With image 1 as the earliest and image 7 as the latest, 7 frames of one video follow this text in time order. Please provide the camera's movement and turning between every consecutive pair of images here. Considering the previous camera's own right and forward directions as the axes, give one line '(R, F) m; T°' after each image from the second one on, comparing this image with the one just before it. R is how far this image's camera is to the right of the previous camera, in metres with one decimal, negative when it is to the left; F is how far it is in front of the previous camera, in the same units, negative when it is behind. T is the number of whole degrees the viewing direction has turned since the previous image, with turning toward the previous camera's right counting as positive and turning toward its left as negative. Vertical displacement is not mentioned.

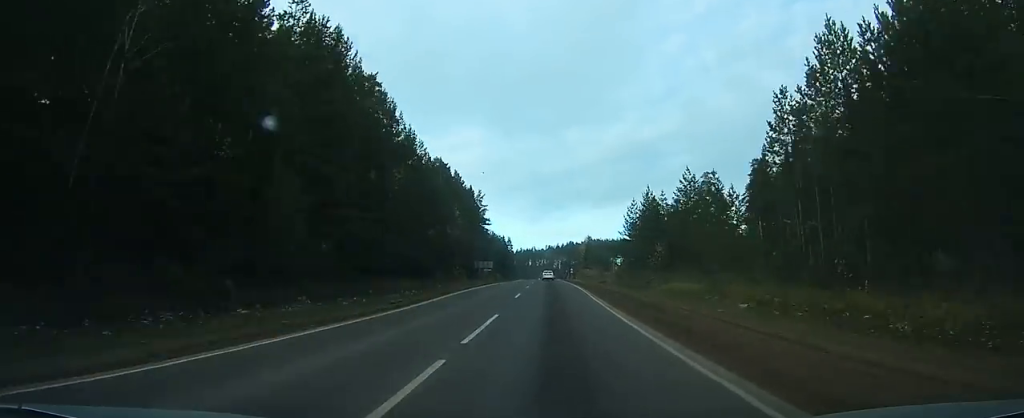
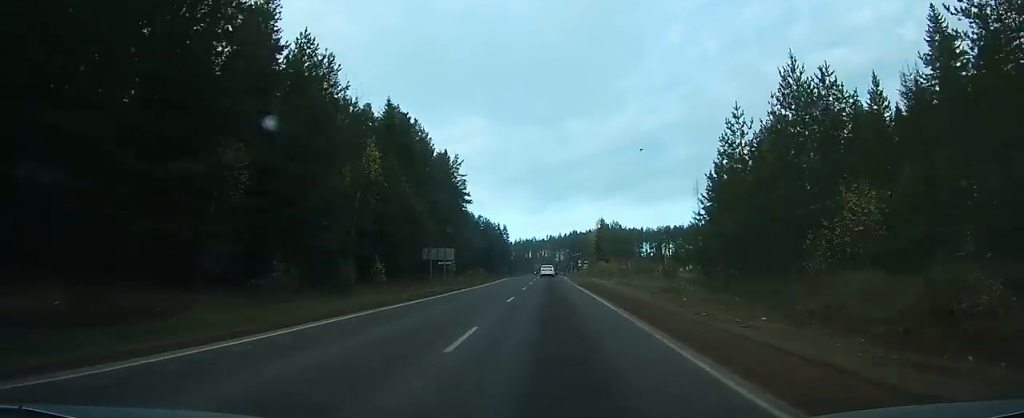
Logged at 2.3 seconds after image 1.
(0.0, +40.7) m; 0°
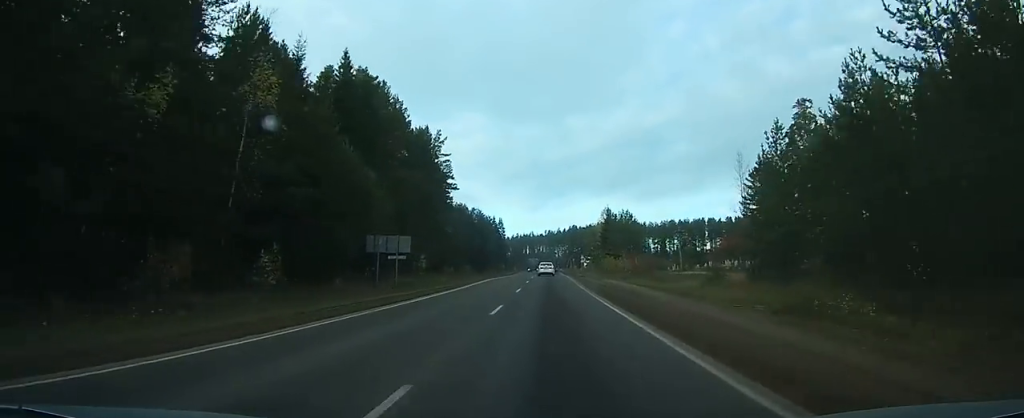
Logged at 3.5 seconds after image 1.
(+0.1, +18.0) m; 0°
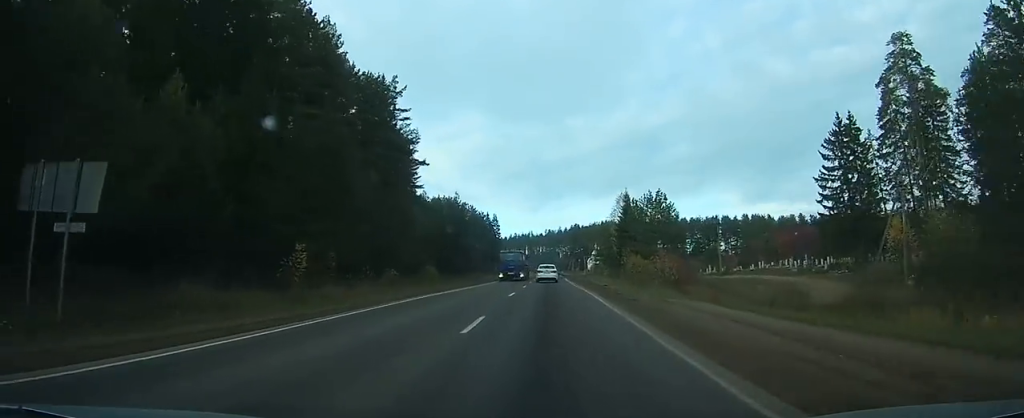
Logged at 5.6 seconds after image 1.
(0.0, +31.4) m; 0°
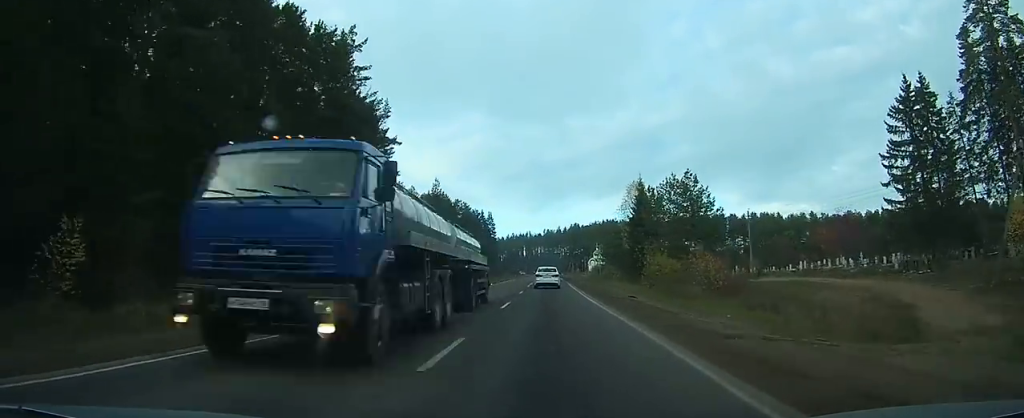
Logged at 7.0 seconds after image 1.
(-0.1, +18.1) m; 0°
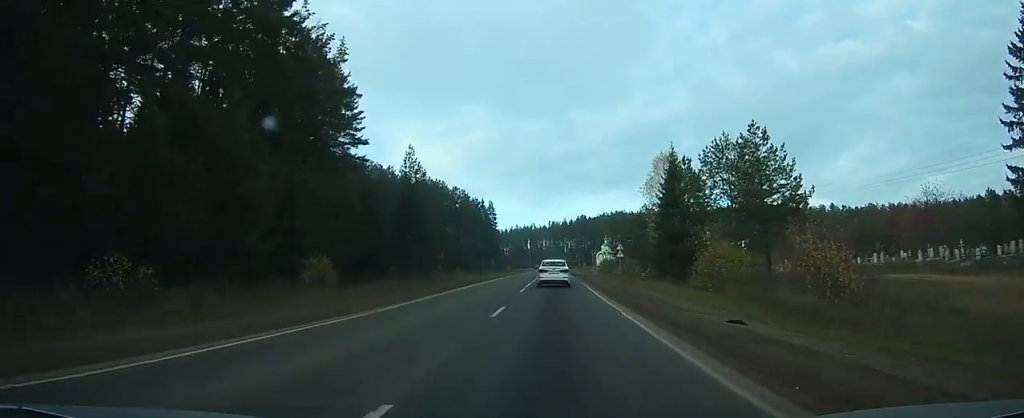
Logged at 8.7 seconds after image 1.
(-0.1, +19.9) m; 0°
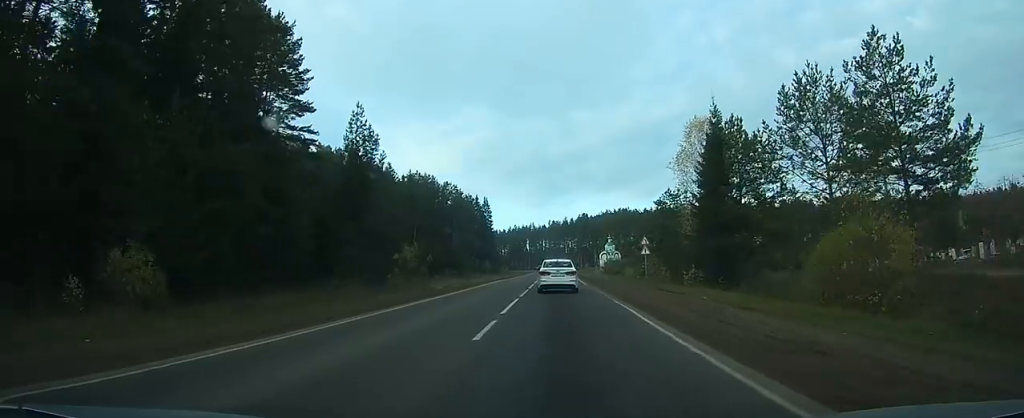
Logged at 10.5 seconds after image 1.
(+0.1, +18.0) m; 0°
